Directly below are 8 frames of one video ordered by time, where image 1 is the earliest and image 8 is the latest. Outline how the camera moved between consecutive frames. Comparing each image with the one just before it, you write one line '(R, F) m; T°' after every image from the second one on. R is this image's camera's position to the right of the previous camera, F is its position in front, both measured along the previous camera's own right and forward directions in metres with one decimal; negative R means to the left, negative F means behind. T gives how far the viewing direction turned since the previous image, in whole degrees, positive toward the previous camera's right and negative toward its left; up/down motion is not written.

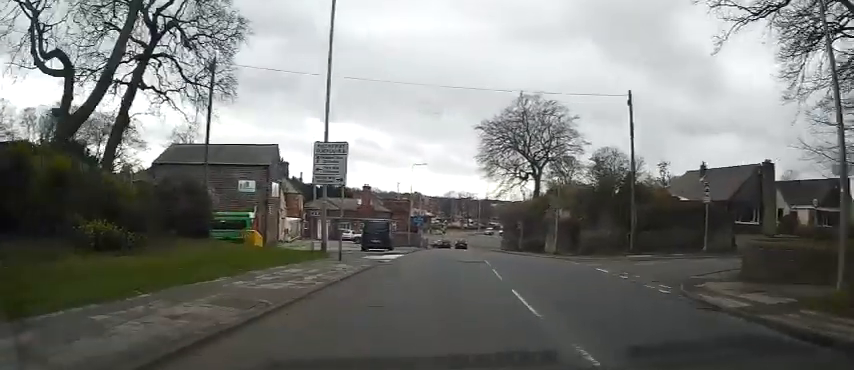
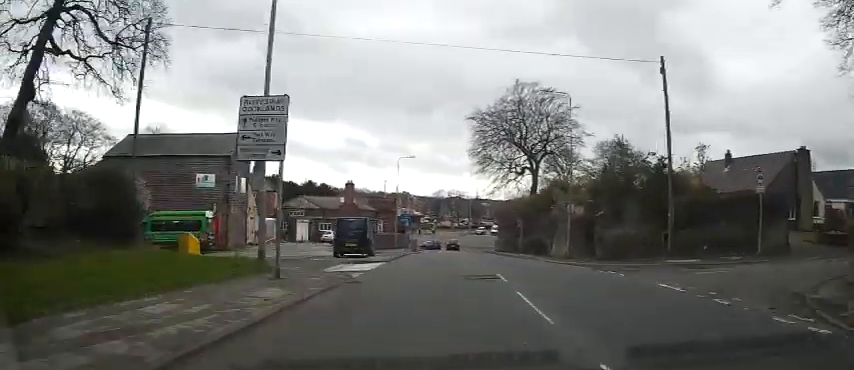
(0.0, +6.2) m; +1°
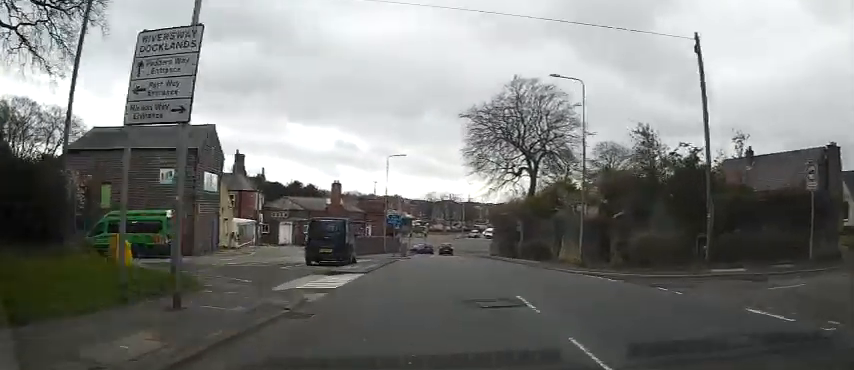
(+0.1, +4.6) m; +1°
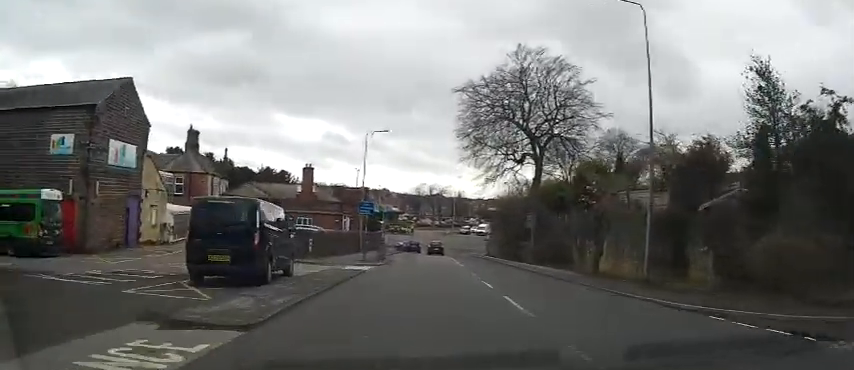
(+0.1, +10.2) m; +1°
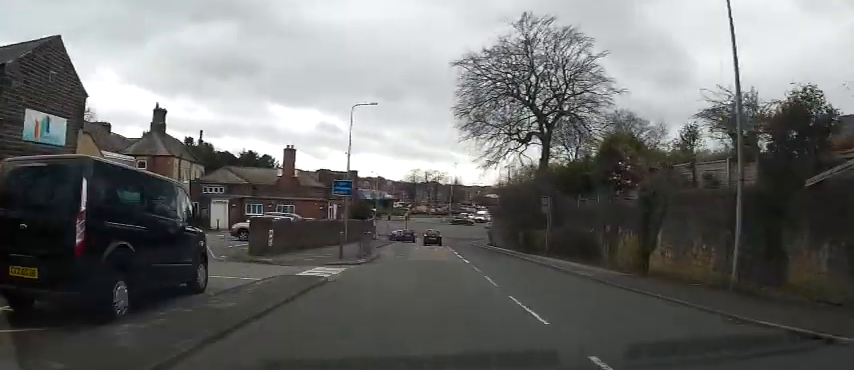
(0.0, +6.6) m; 0°
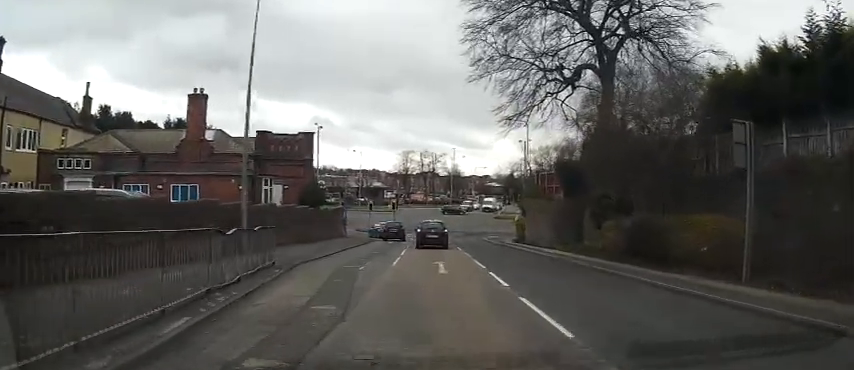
(+0.1, +21.1) m; 0°
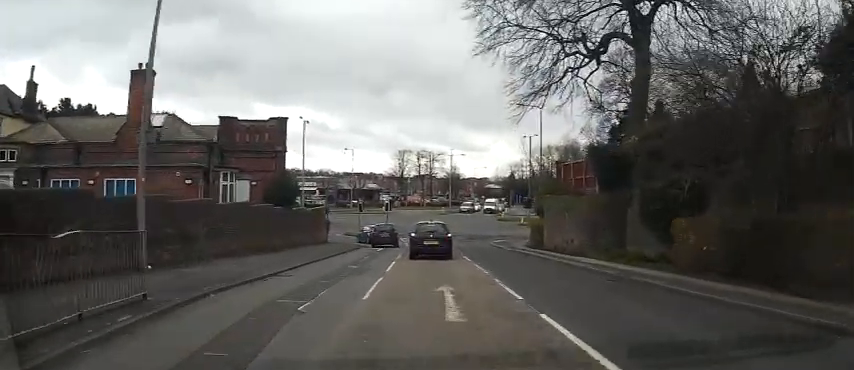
(+0.1, +6.7) m; +1°
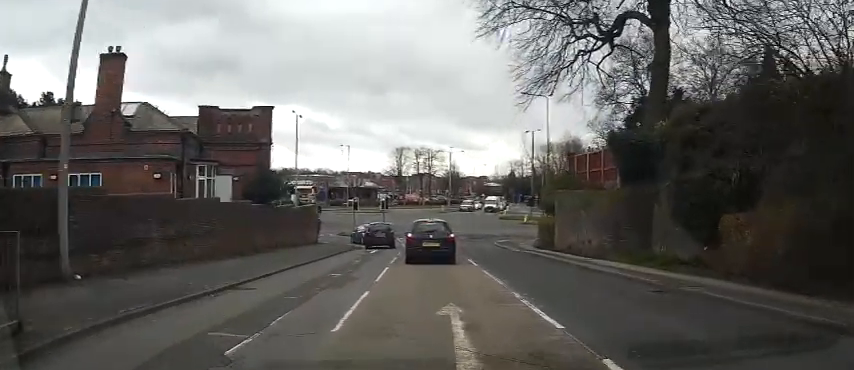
(+0.1, +2.8) m; 0°
